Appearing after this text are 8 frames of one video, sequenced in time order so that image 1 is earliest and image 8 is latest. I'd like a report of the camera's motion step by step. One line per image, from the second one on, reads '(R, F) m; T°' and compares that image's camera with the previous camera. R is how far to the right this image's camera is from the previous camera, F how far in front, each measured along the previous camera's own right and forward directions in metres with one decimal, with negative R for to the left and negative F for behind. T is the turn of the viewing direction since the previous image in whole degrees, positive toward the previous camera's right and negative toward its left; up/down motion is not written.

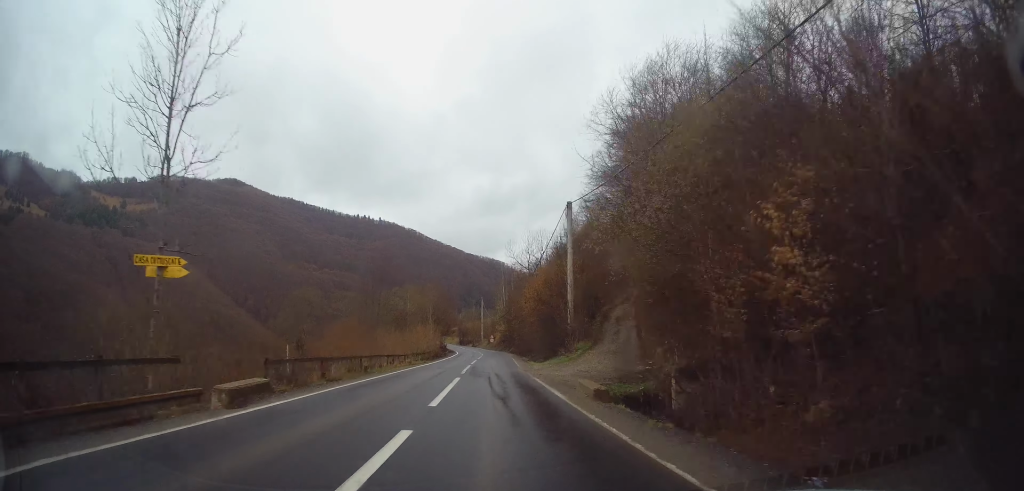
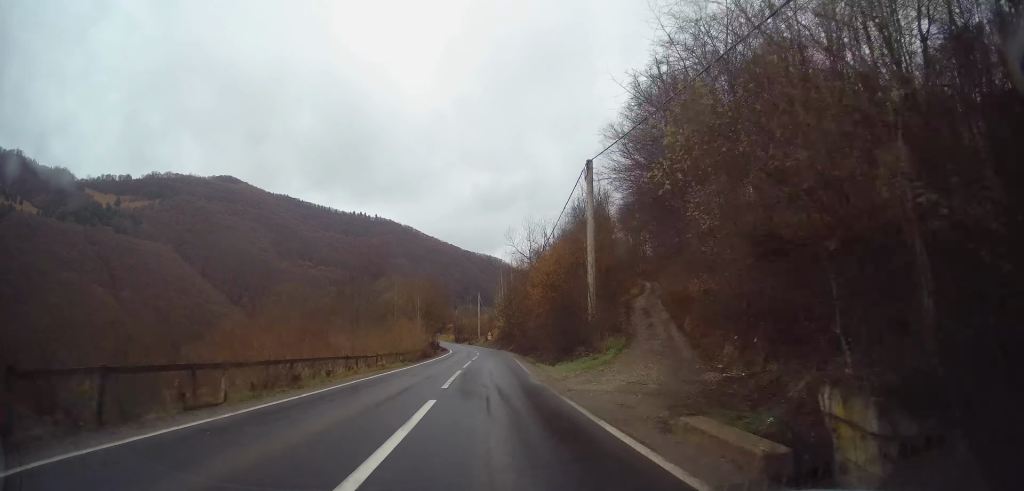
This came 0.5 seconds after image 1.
(+0.1, +8.4) m; 0°
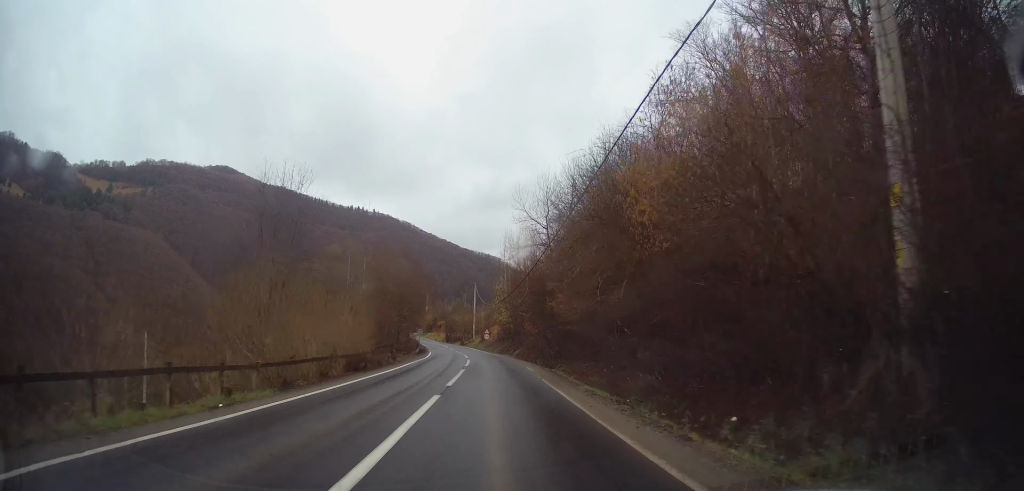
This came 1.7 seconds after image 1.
(-0.6, +22.6) m; -1°
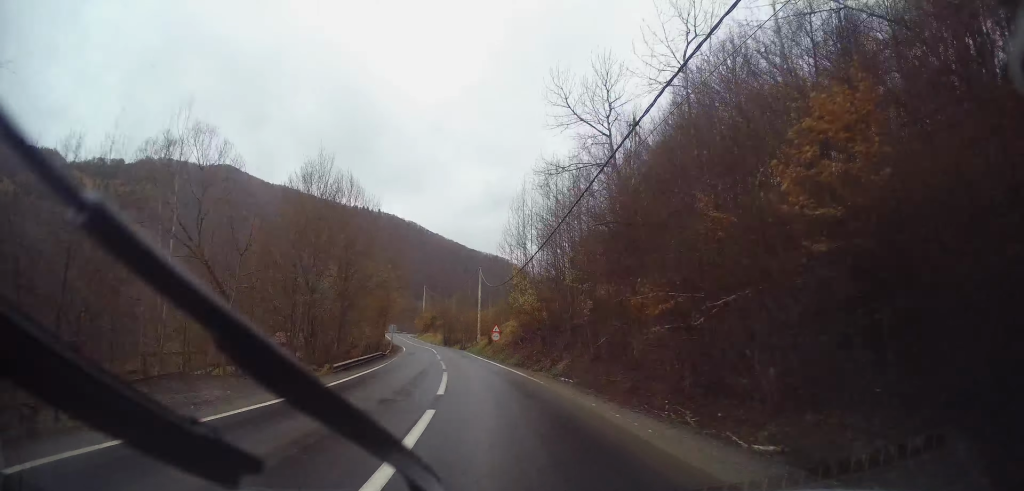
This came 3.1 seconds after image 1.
(+0.5, +26.6) m; +1°
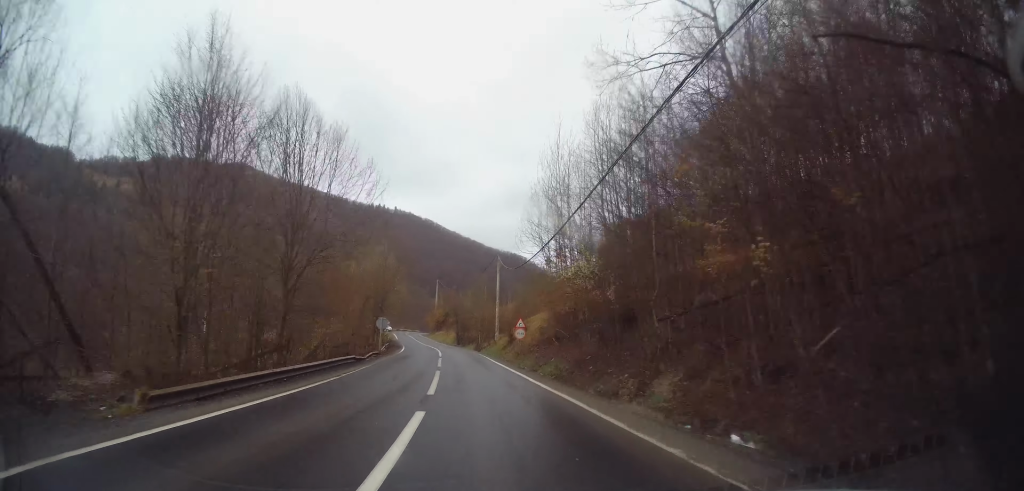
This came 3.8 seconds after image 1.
(-0.1, +12.5) m; -2°
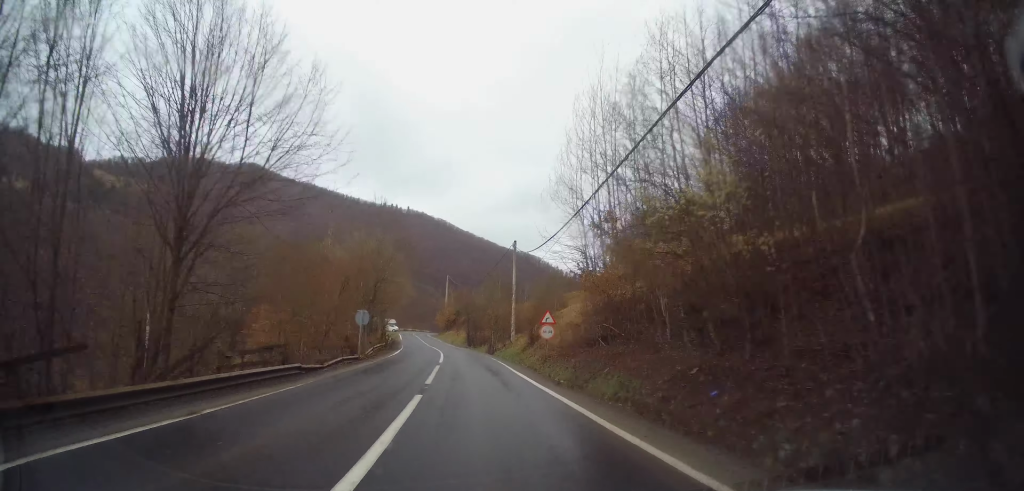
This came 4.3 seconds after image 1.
(-0.1, +9.5) m; -2°
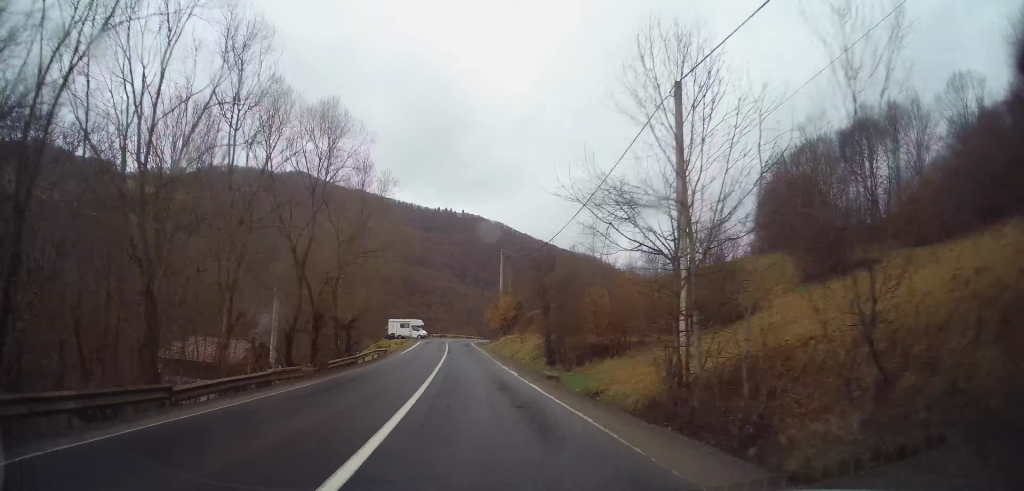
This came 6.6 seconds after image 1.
(-3.0, +43.0) m; -8°
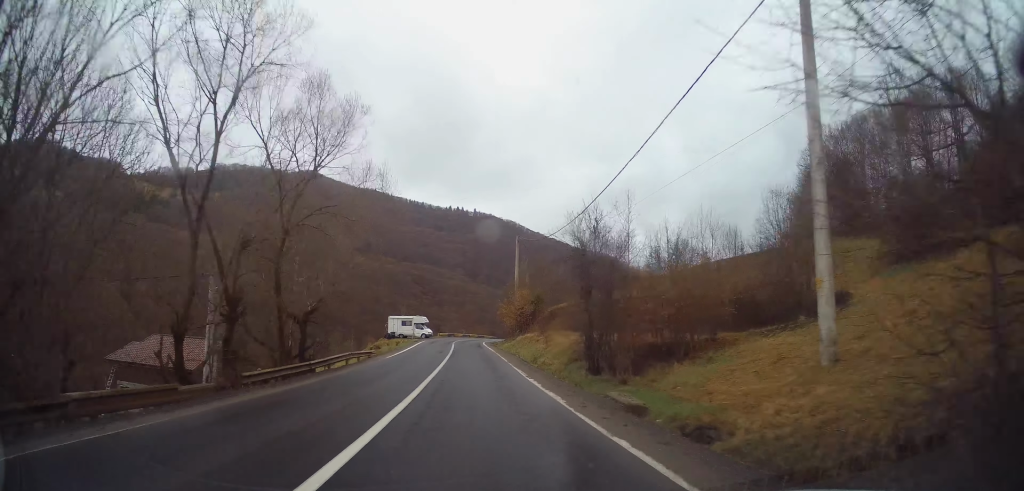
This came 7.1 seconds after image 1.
(-0.2, +9.5) m; -1°
